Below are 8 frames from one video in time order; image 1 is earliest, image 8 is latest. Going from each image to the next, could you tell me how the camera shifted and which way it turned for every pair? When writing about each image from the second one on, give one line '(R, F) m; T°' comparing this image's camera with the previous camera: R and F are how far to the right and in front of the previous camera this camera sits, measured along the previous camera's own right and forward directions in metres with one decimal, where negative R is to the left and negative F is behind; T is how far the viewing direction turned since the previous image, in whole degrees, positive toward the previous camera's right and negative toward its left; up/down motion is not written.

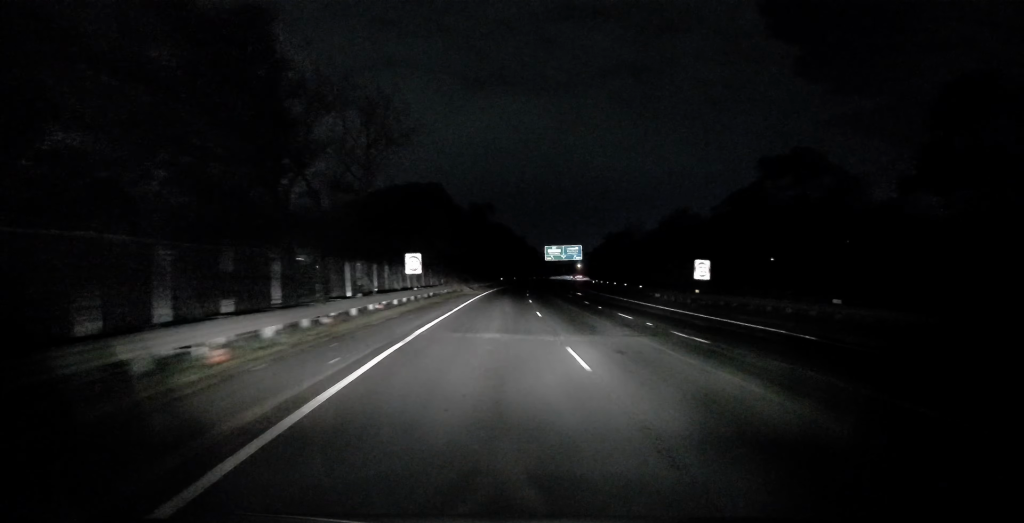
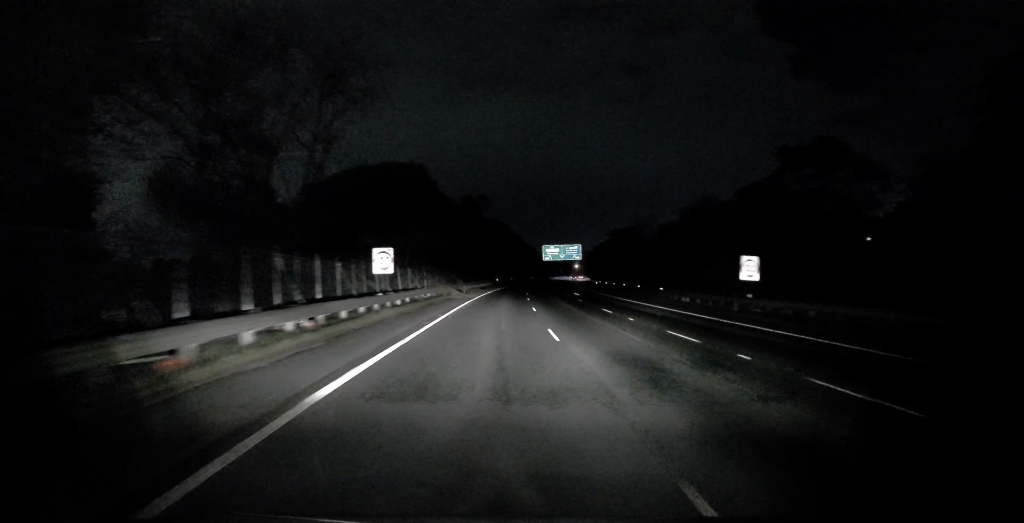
(-0.1, +9.8) m; -1°
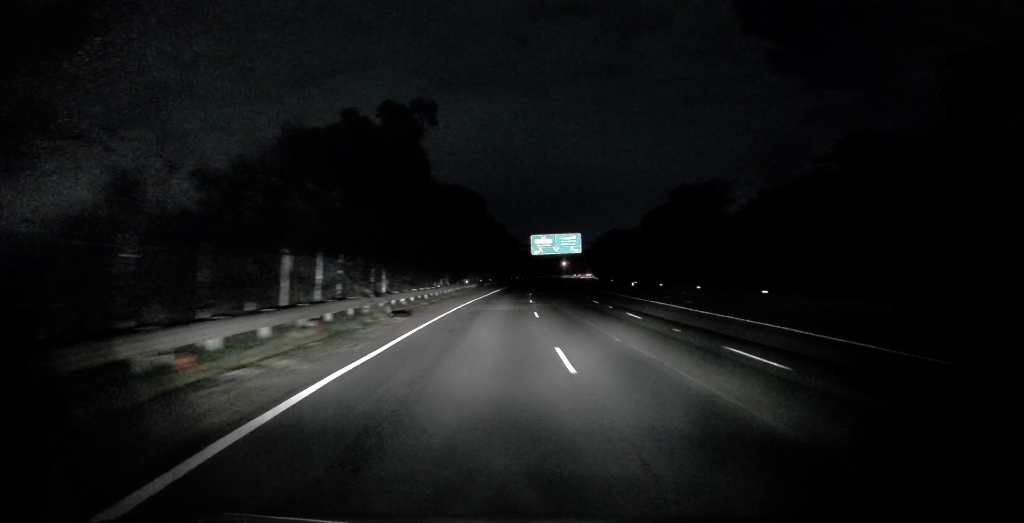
(-1.1, +46.0) m; -2°
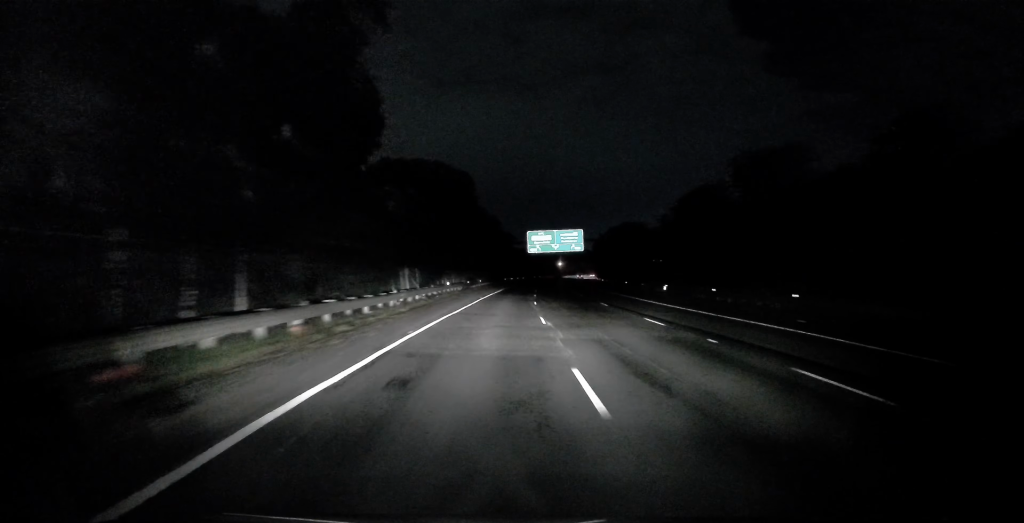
(+0.2, +15.5) m; -1°
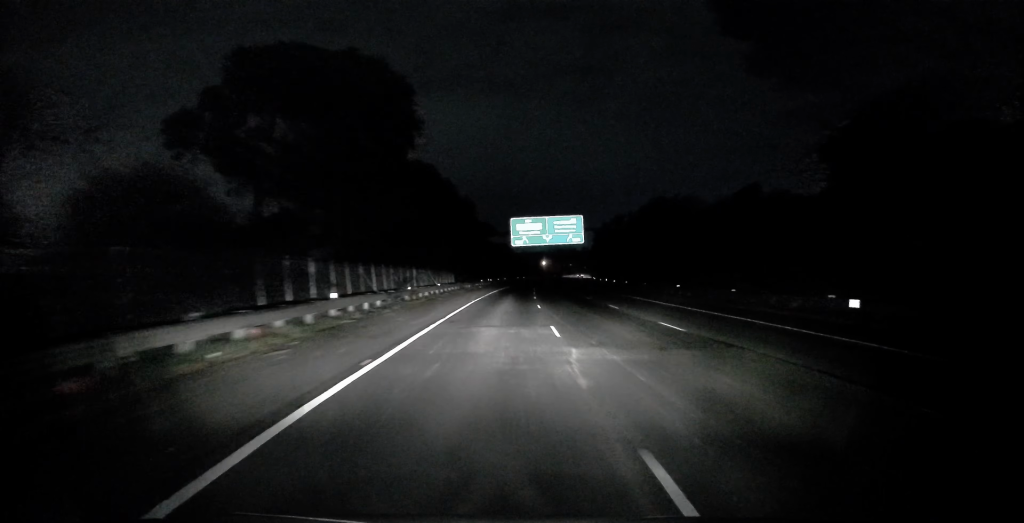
(-0.7, +30.1) m; -1°
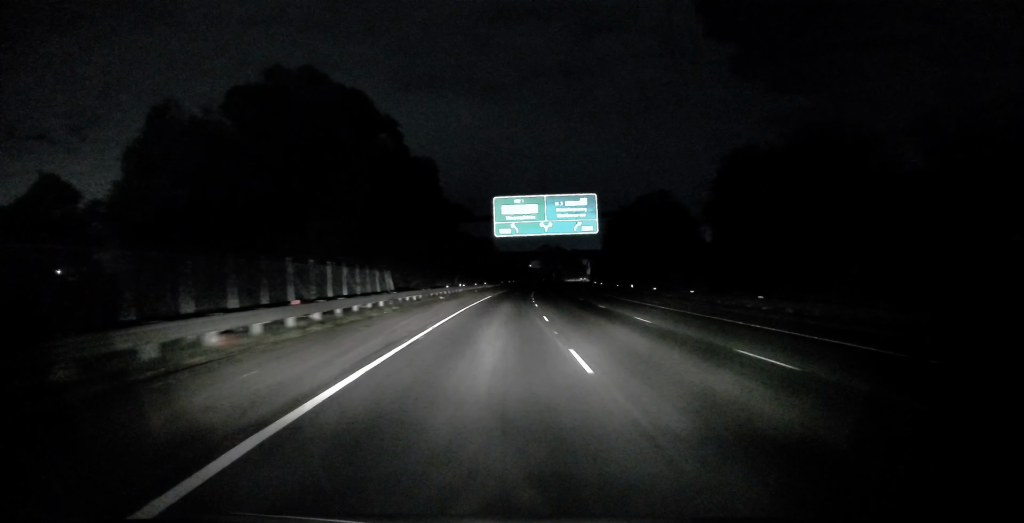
(-0.4, +30.5) m; -2°
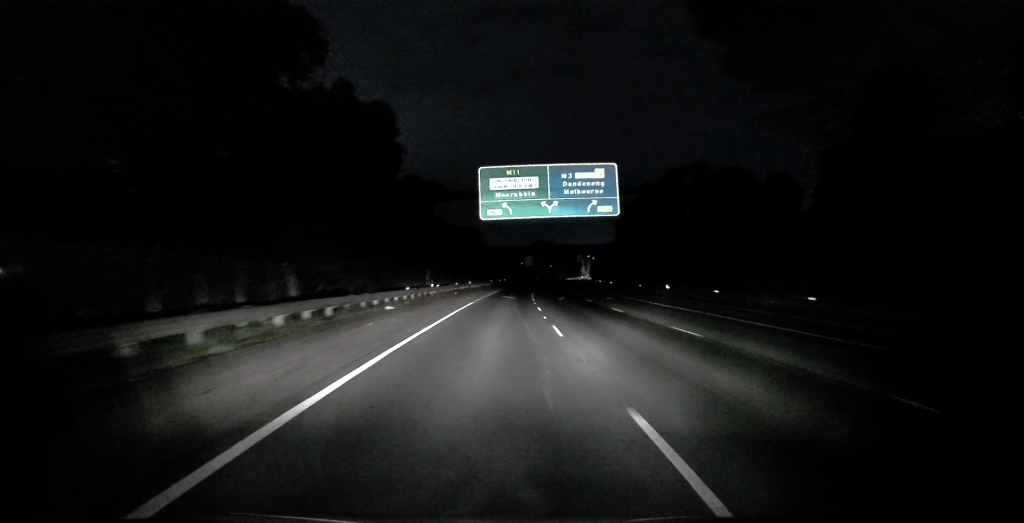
(-0.1, +18.2) m; 0°
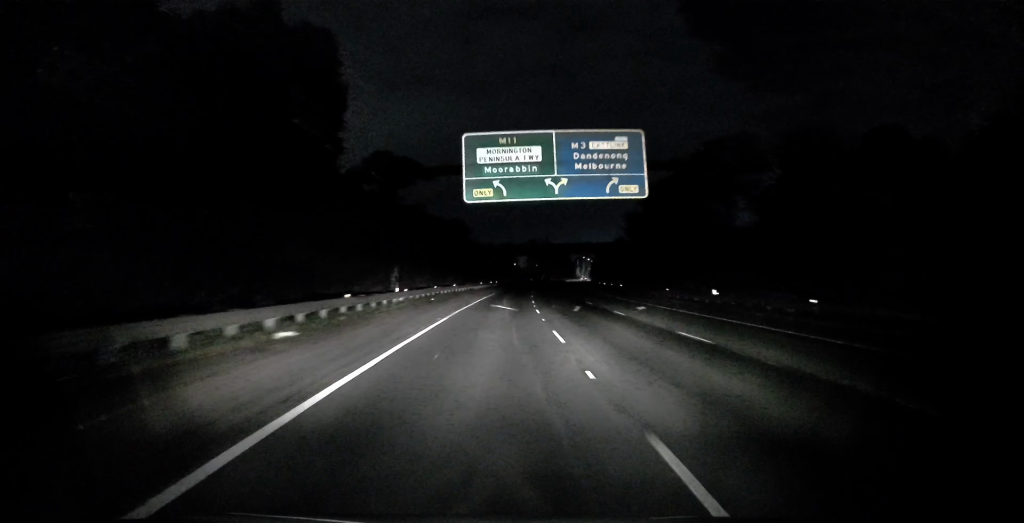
(+0.2, +13.0) m; 0°
